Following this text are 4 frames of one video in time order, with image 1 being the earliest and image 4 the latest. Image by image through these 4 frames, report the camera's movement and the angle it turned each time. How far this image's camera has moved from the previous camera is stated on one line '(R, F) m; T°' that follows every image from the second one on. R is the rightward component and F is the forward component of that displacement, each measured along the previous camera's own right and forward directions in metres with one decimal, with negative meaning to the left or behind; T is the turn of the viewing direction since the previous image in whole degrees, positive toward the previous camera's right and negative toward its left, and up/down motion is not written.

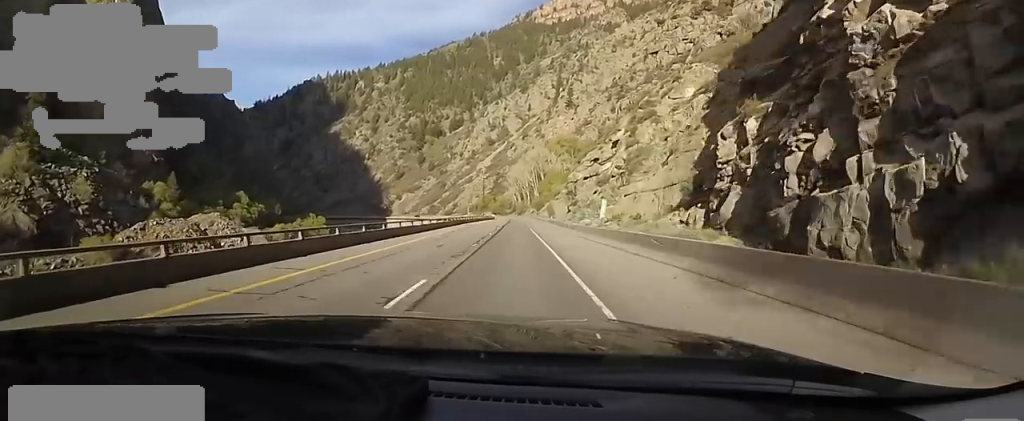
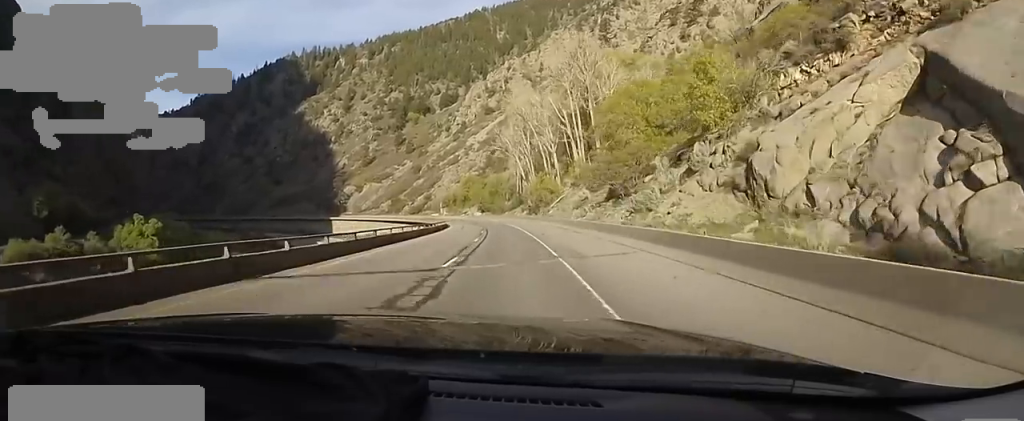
(+3.7, +128.9) m; +3°
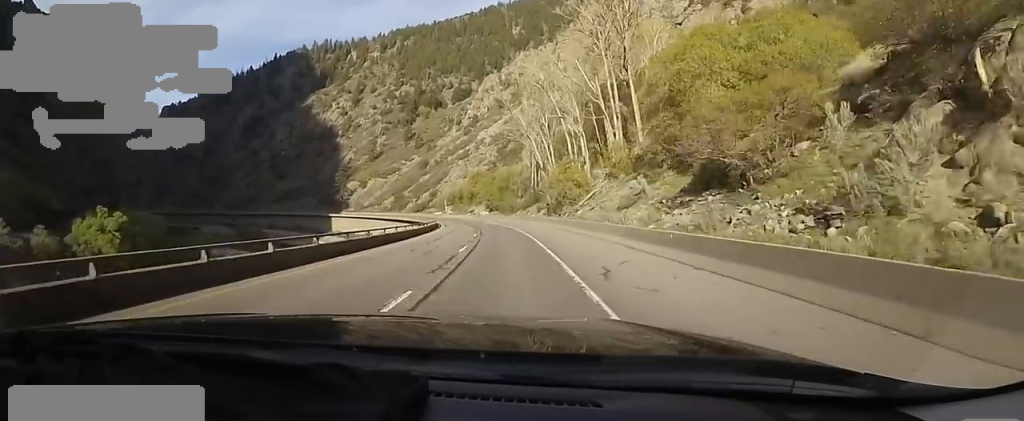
(-0.8, +19.4) m; -5°
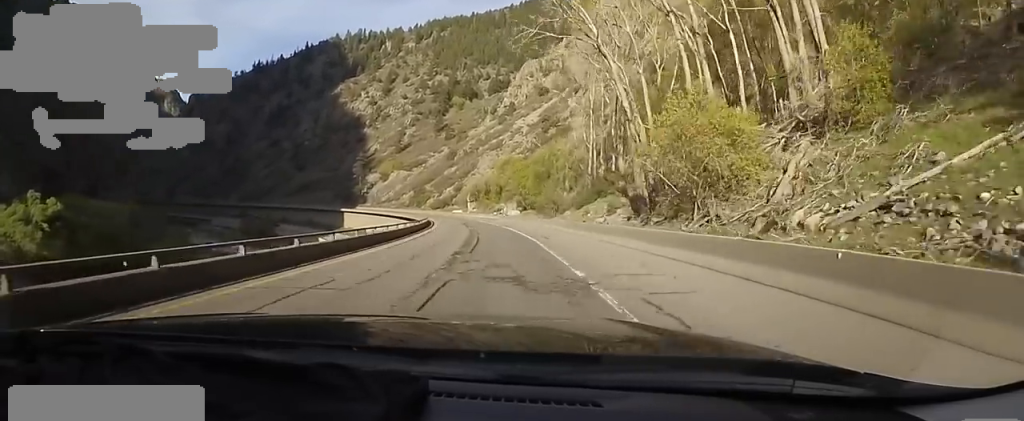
(-2.3, +32.7) m; -3°
